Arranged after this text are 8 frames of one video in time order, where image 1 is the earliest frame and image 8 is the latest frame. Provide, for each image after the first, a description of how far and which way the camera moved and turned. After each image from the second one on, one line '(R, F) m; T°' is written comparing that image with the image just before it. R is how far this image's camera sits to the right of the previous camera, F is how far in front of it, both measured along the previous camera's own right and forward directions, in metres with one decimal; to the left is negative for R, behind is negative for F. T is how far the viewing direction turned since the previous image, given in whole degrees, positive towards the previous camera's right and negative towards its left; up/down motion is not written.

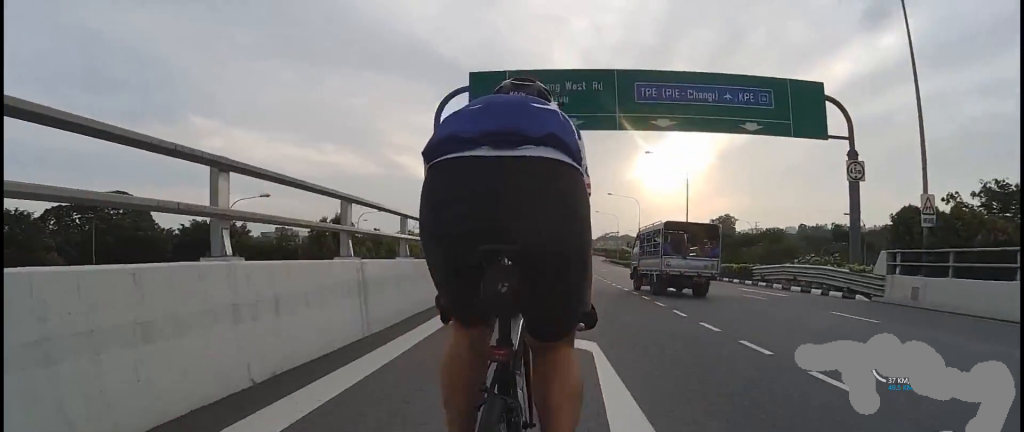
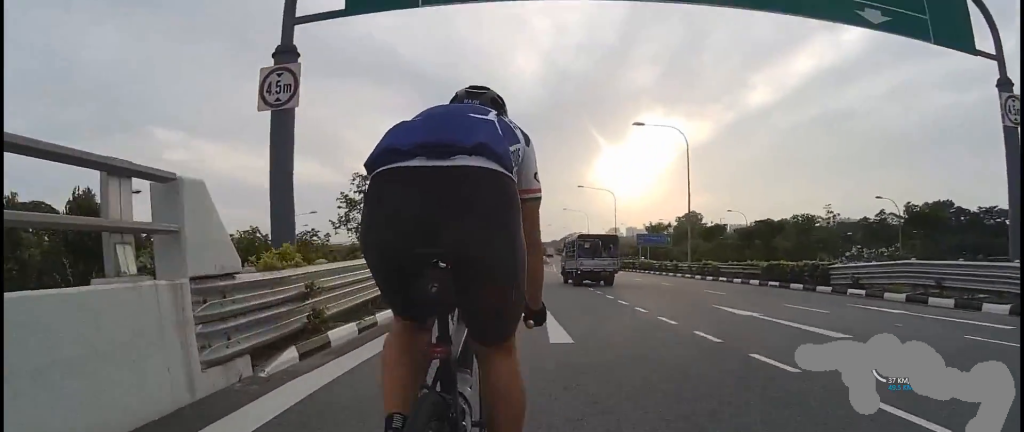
(+1.4, +11.3) m; +2°
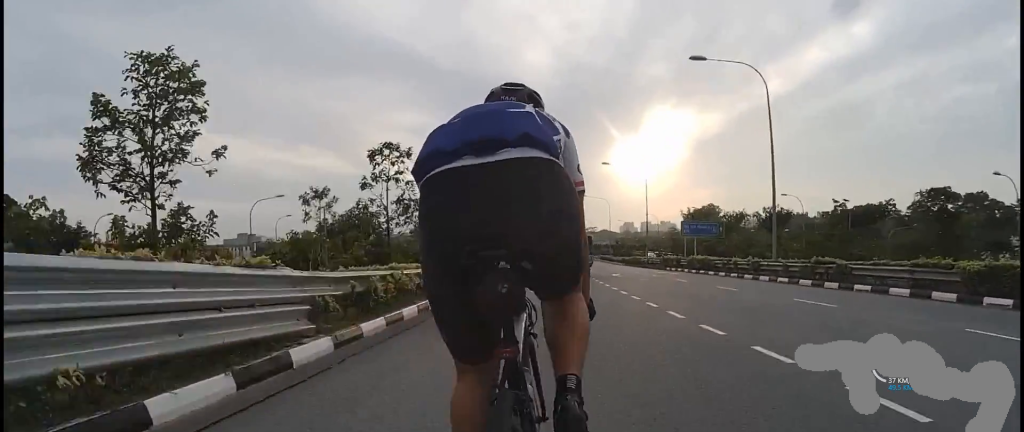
(-1.3, +11.7) m; -8°
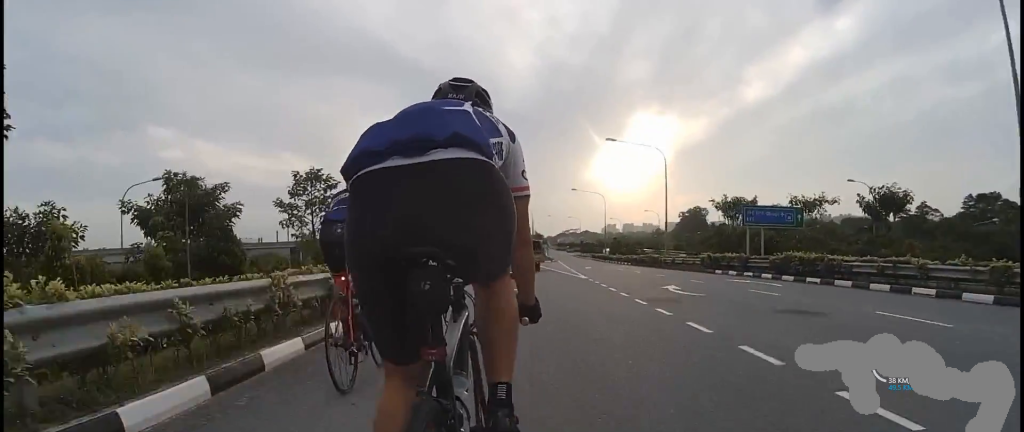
(-0.1, +16.3) m; 0°
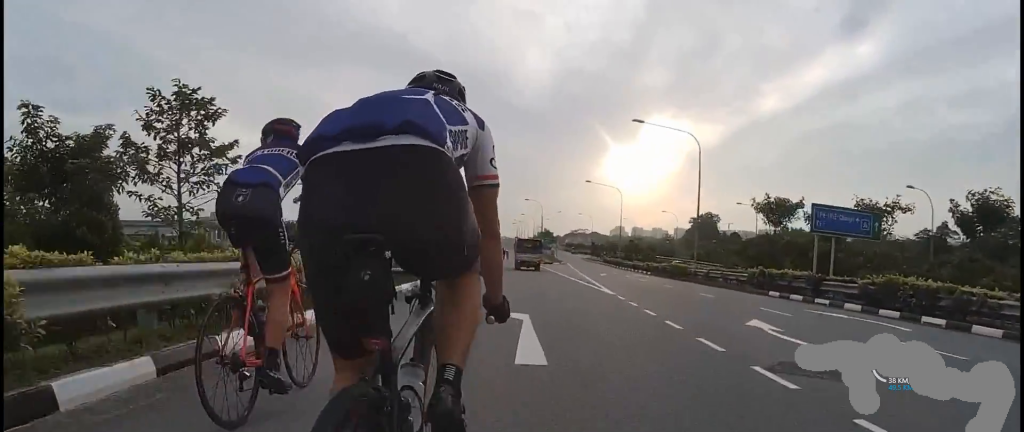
(0.0, +6.4) m; 0°
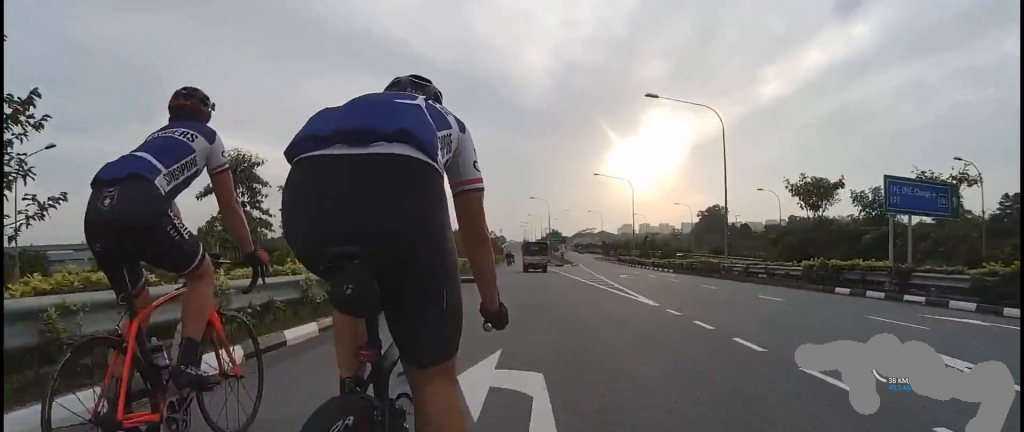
(0.0, +4.7) m; 0°
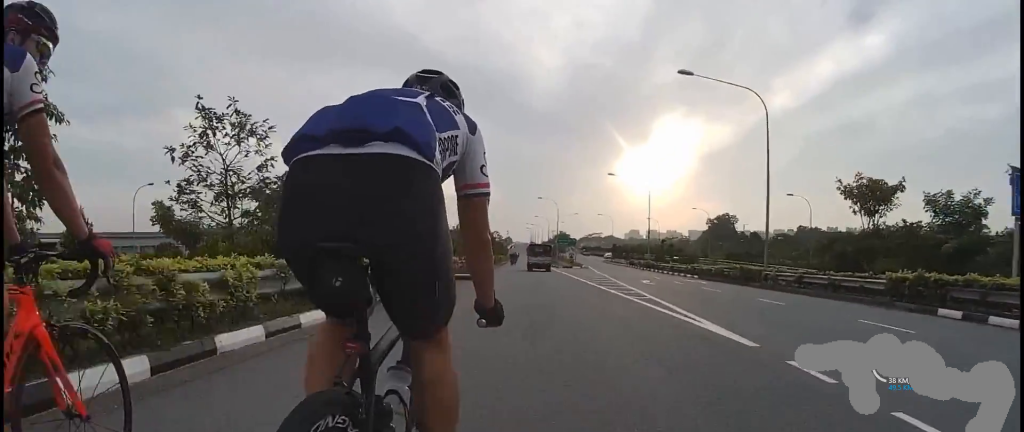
(0.0, +5.4) m; 0°
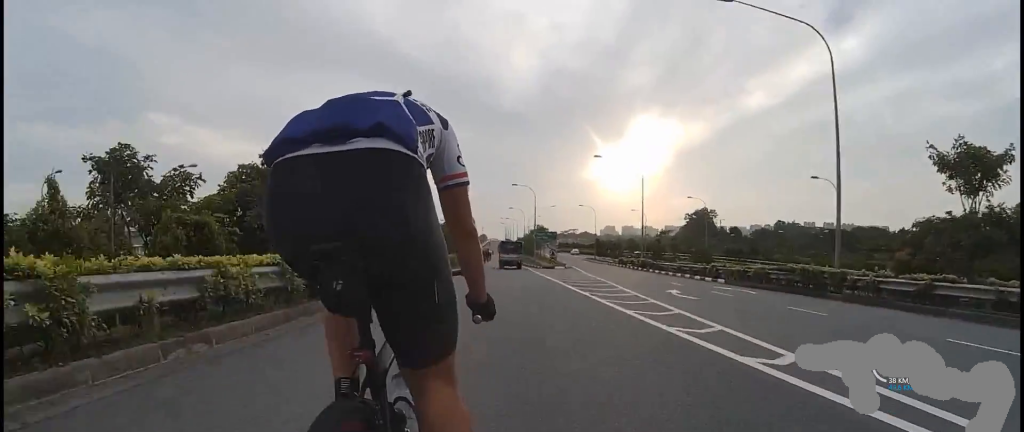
(0.0, +9.4) m; 0°
